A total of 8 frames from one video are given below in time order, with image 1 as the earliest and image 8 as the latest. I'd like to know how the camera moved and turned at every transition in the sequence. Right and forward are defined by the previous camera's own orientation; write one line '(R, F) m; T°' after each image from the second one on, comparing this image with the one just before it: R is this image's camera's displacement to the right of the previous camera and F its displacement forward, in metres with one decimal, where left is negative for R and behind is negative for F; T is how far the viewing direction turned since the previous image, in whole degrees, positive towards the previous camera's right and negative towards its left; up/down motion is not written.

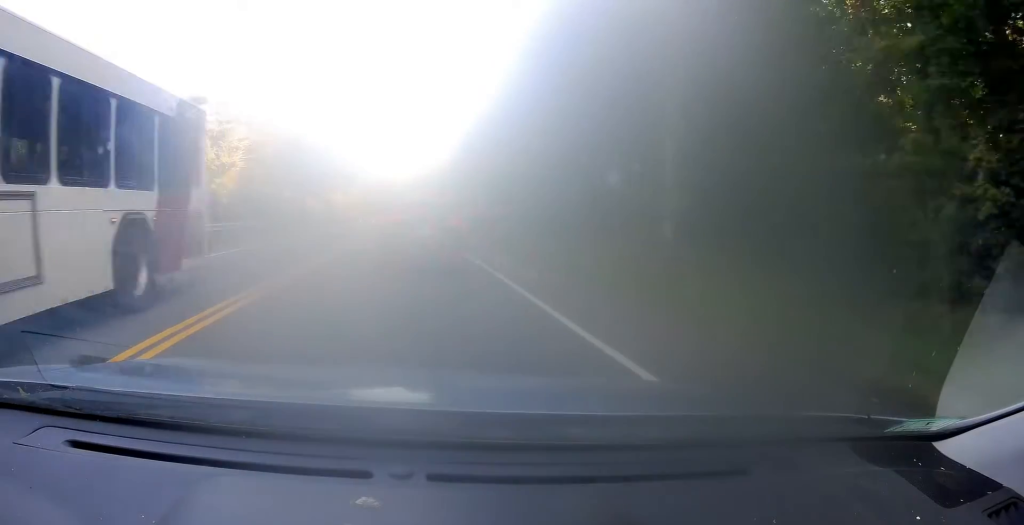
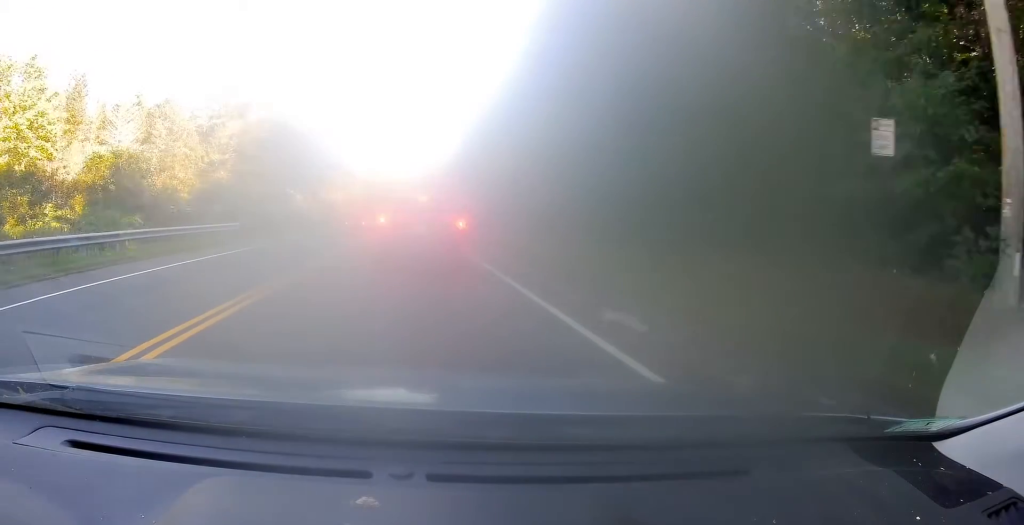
(-0.1, +9.7) m; 0°
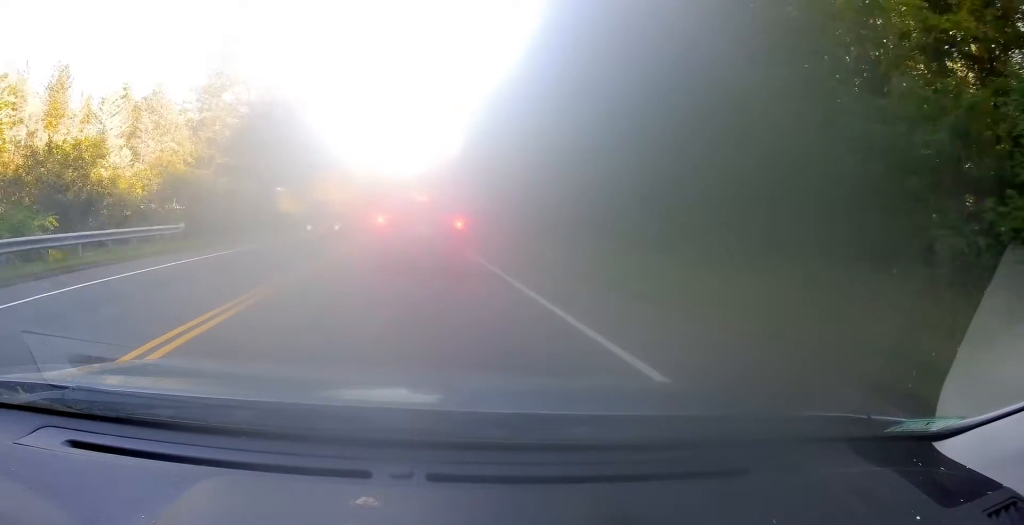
(0.0, +8.4) m; 0°
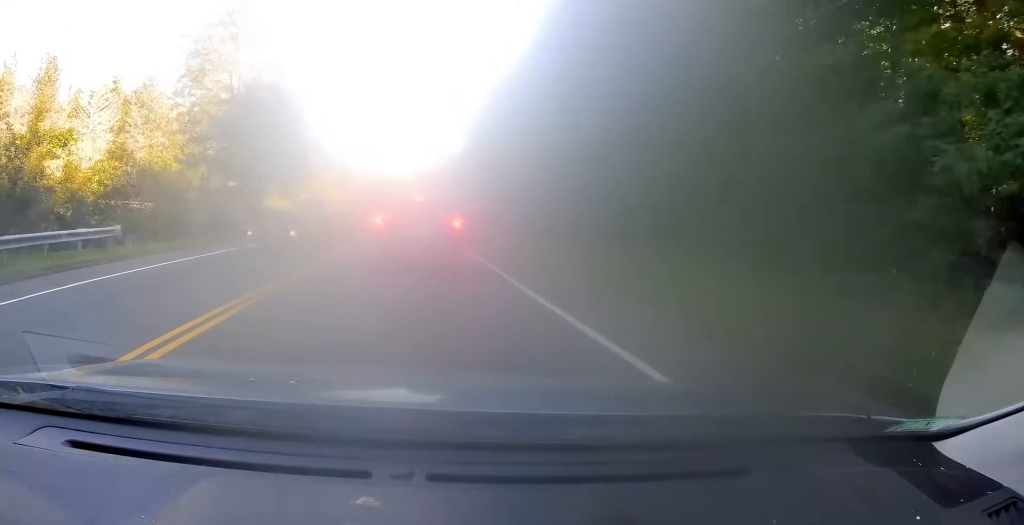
(+0.1, +5.8) m; 0°
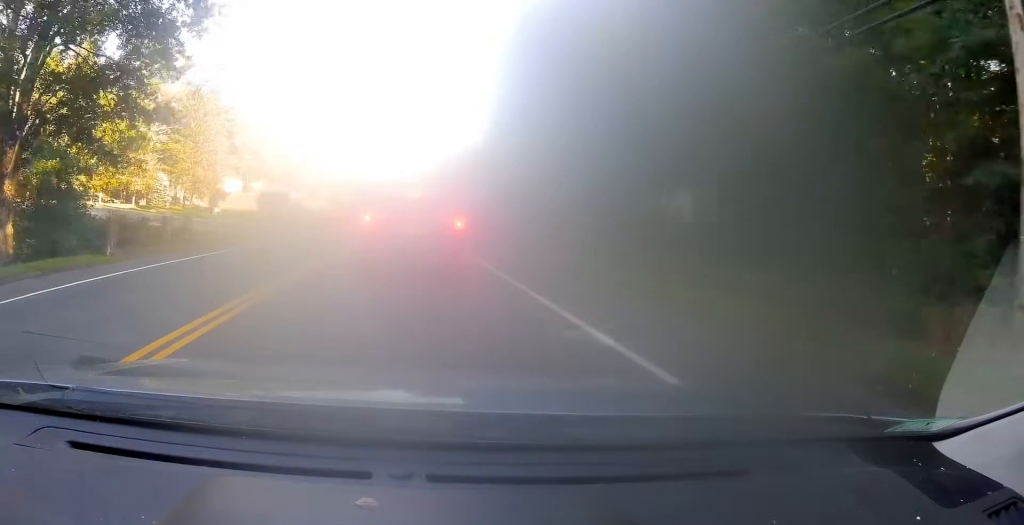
(-0.3, +29.3) m; -2°
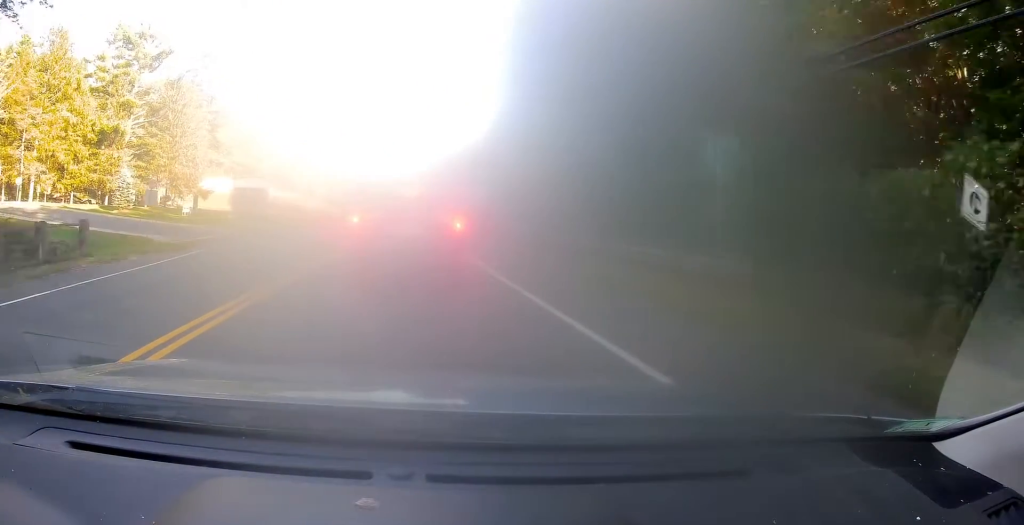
(-0.2, +10.1) m; +1°
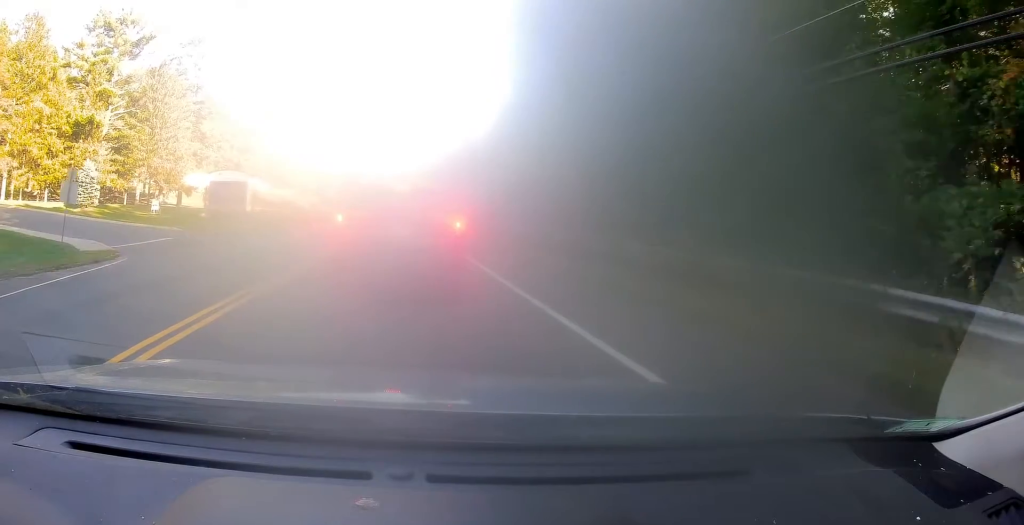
(+0.2, +7.4) m; +1°
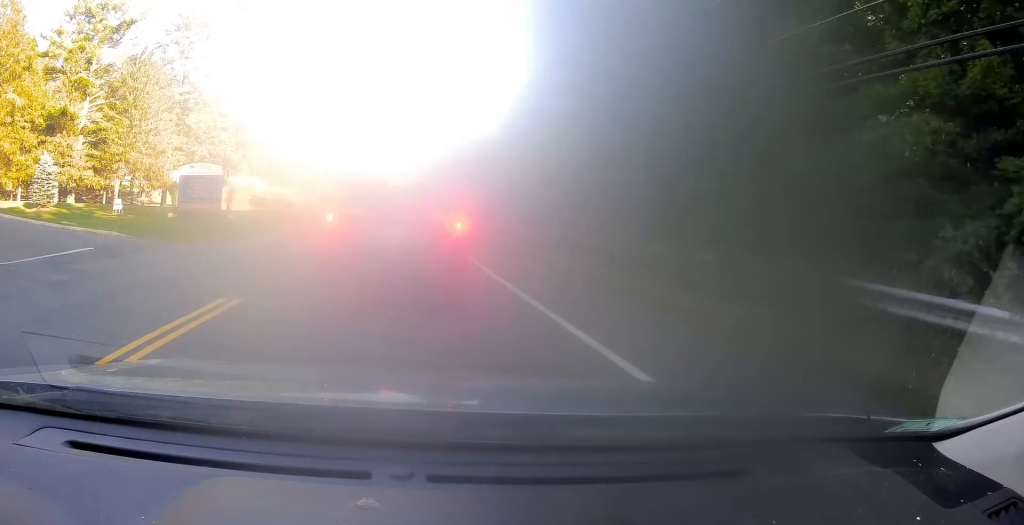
(0.0, +8.5) m; -1°
